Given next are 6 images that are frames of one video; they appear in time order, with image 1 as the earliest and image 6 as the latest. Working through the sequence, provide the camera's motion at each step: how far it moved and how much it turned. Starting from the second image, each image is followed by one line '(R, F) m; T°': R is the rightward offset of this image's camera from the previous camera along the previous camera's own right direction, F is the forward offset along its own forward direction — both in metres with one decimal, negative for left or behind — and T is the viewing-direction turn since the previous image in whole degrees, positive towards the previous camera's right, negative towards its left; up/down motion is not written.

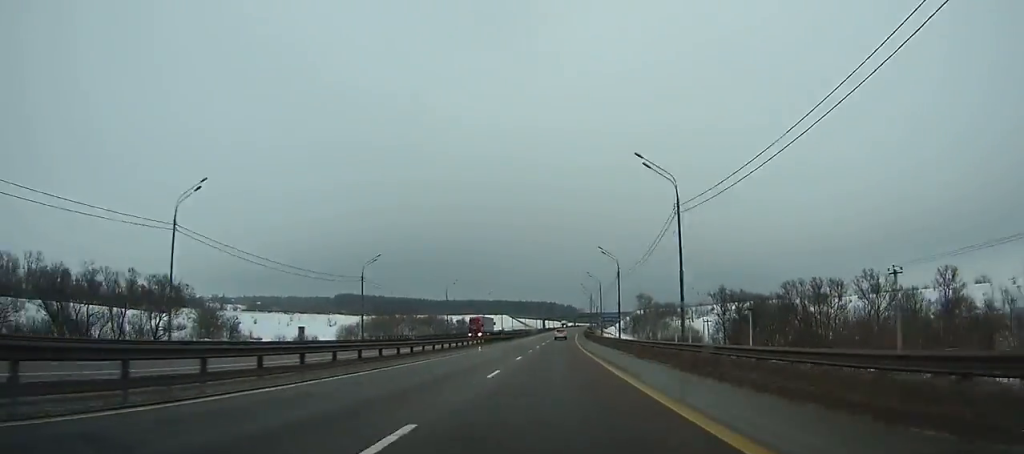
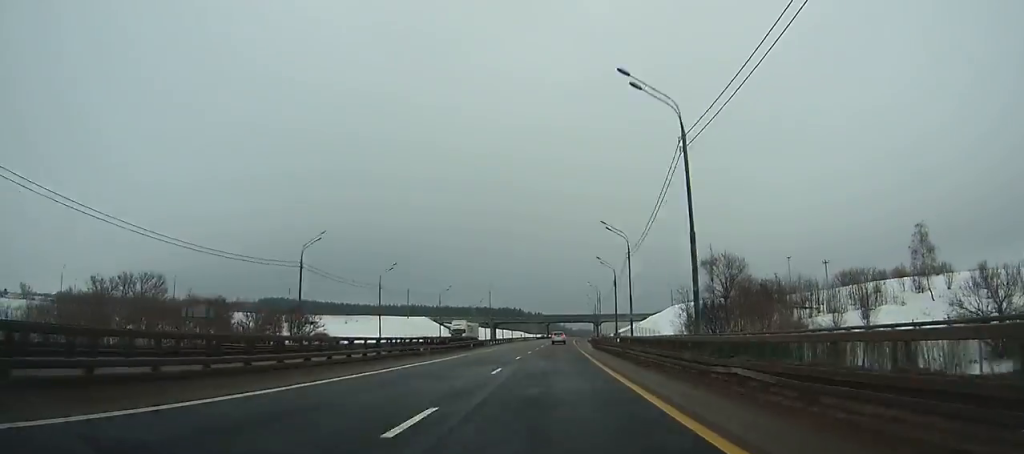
(+4.1, +135.2) m; +3°
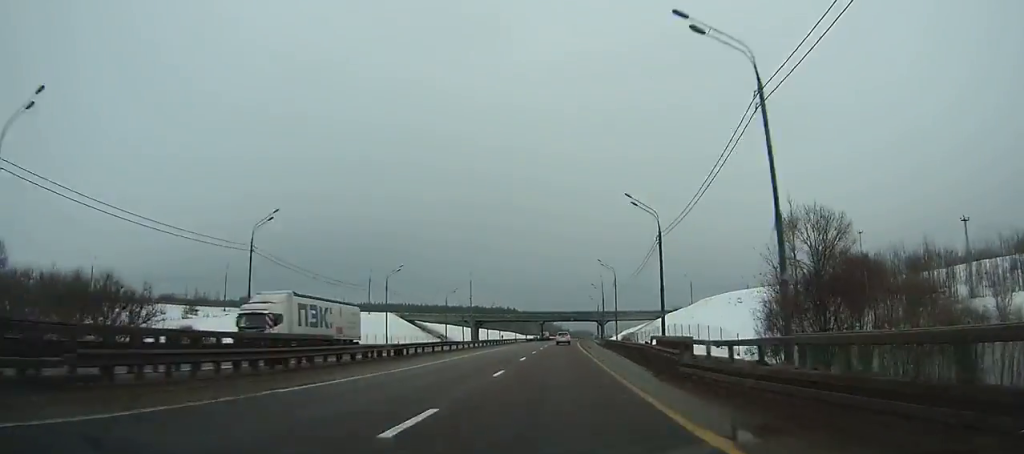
(+0.2, +33.5) m; +1°
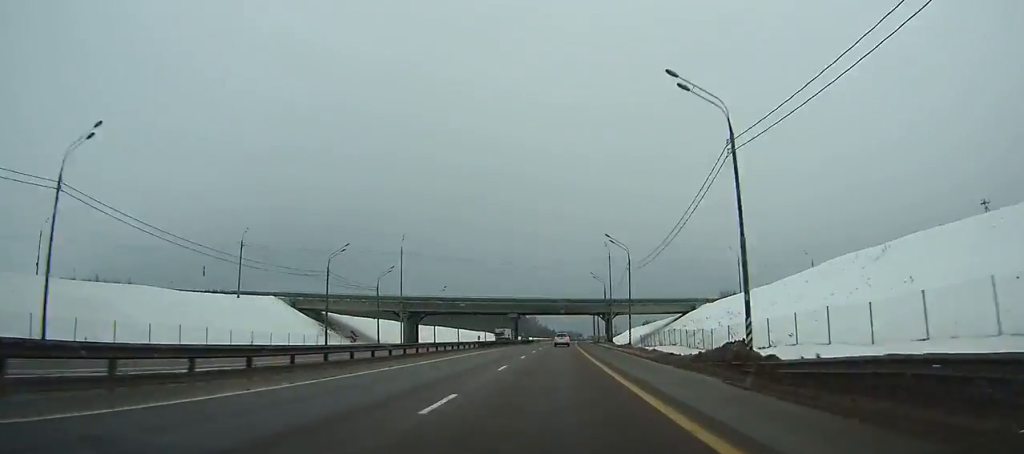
(+0.6, +54.2) m; +1°
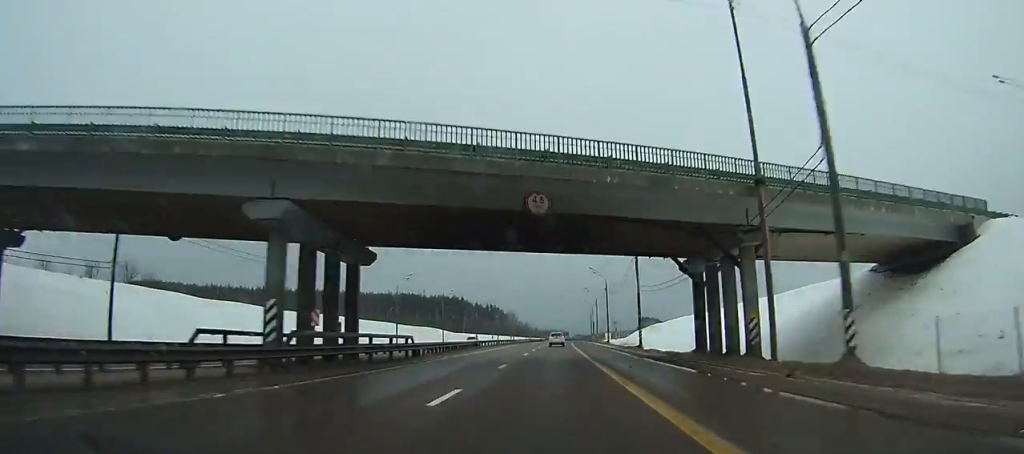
(+1.3, +80.6) m; +2°
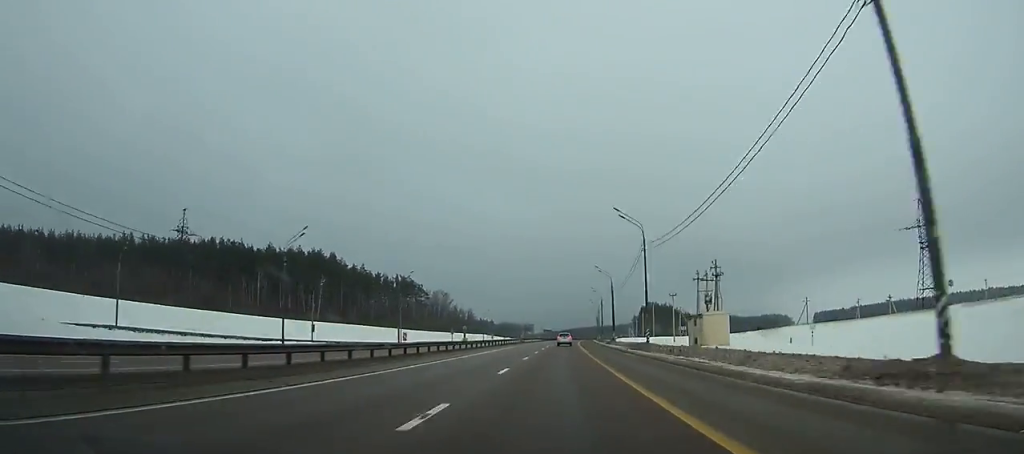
(+5.2, +179.5) m; +4°
